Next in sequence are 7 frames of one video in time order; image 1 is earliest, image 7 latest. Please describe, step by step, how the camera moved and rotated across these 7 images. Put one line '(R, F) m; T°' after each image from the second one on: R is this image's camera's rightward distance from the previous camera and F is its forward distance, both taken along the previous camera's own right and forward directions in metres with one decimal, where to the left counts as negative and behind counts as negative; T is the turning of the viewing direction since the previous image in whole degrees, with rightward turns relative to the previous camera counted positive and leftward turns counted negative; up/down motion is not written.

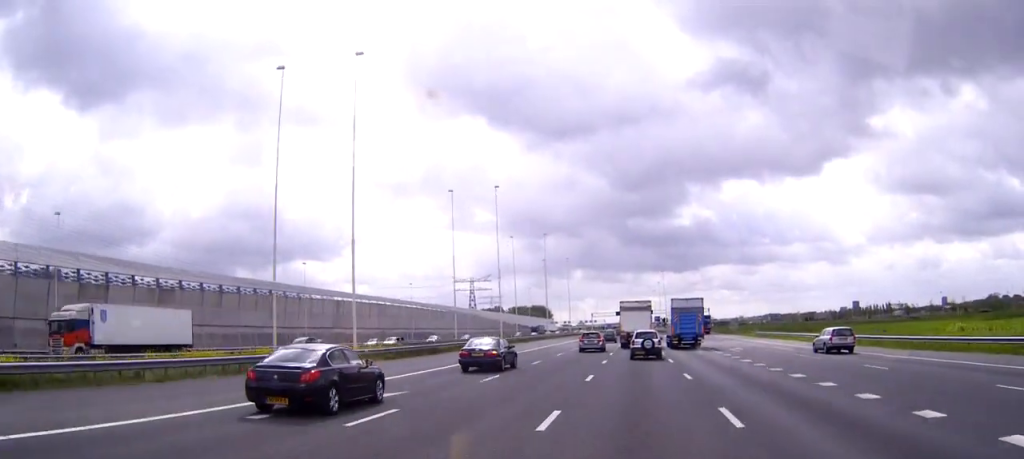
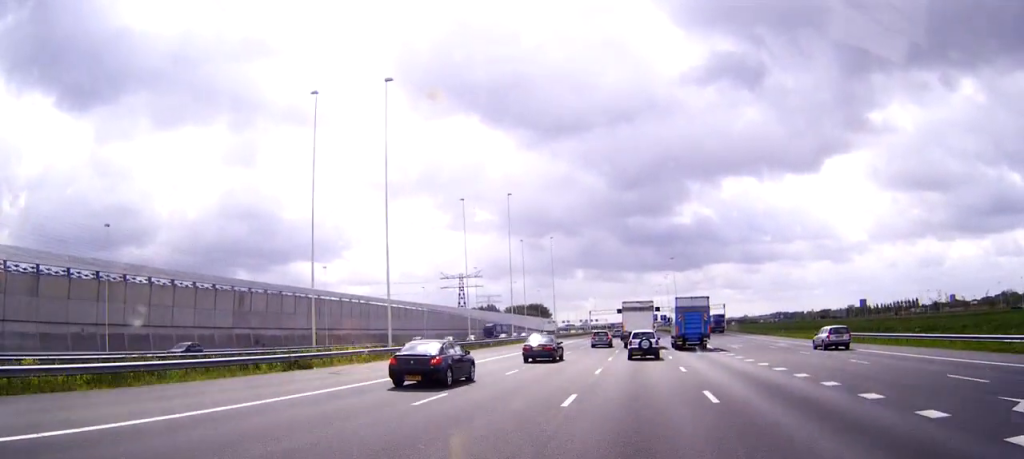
(-0.2, +43.7) m; 0°
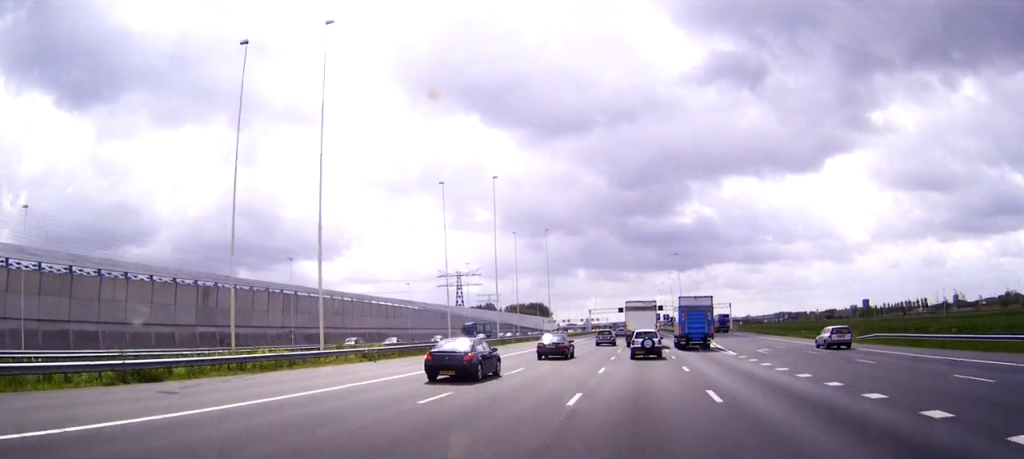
(0.0, +11.8) m; 0°
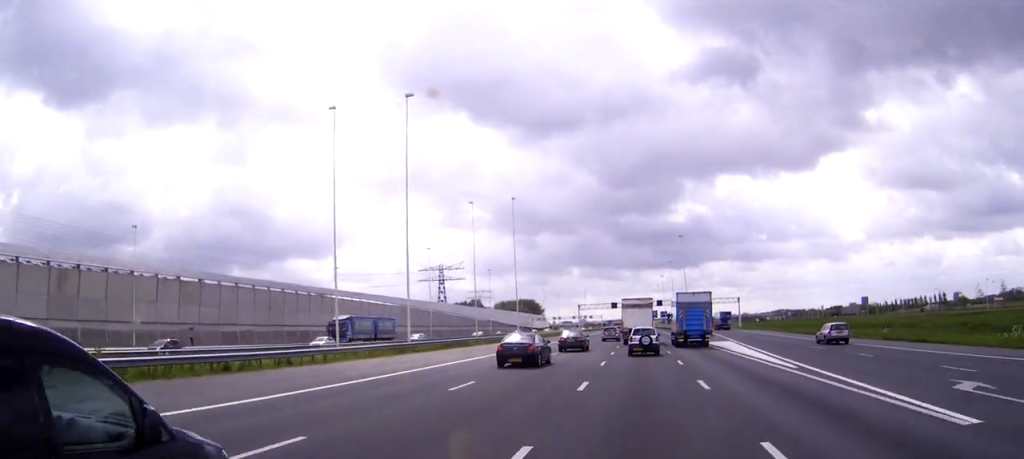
(-0.1, +33.1) m; 0°
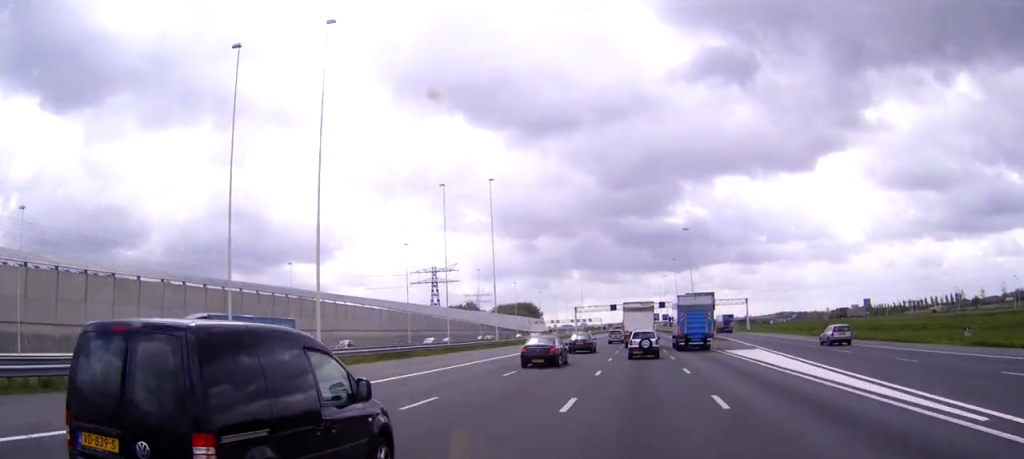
(0.0, +16.2) m; 0°
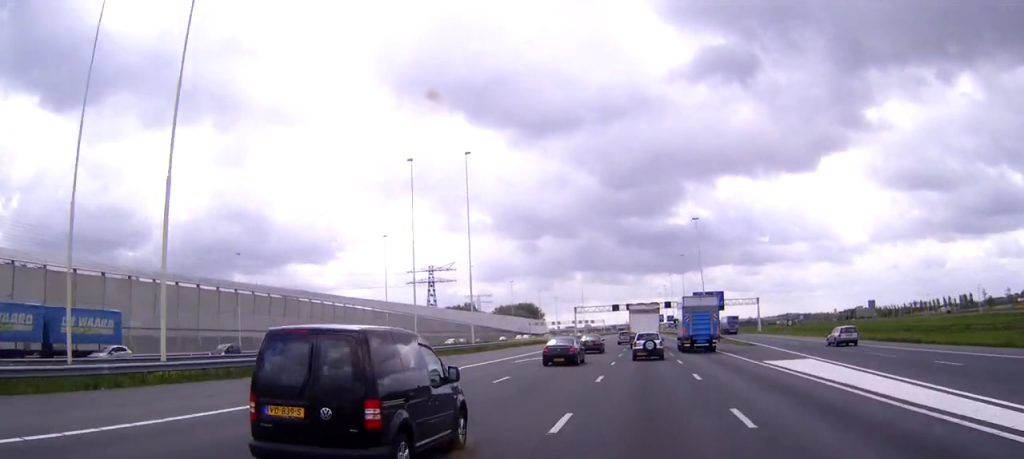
(+0.1, +14.8) m; 0°
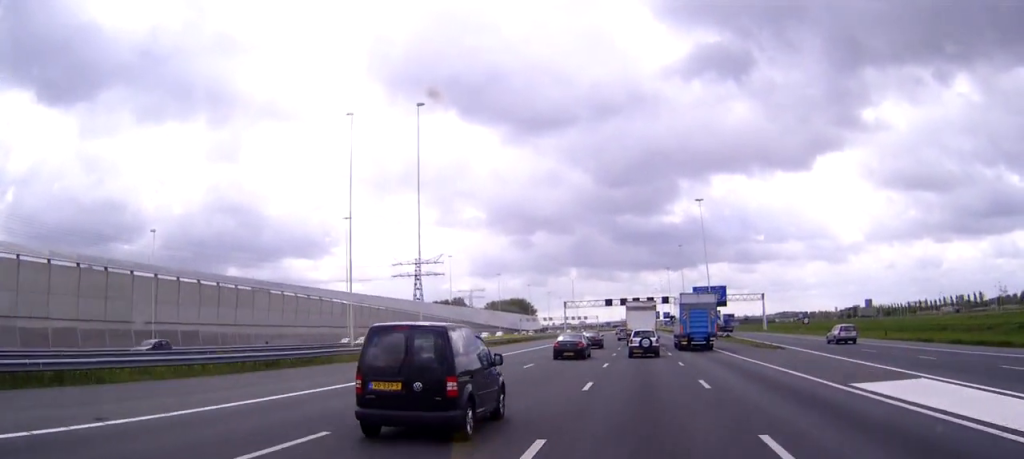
(-0.1, +16.2) m; 0°
